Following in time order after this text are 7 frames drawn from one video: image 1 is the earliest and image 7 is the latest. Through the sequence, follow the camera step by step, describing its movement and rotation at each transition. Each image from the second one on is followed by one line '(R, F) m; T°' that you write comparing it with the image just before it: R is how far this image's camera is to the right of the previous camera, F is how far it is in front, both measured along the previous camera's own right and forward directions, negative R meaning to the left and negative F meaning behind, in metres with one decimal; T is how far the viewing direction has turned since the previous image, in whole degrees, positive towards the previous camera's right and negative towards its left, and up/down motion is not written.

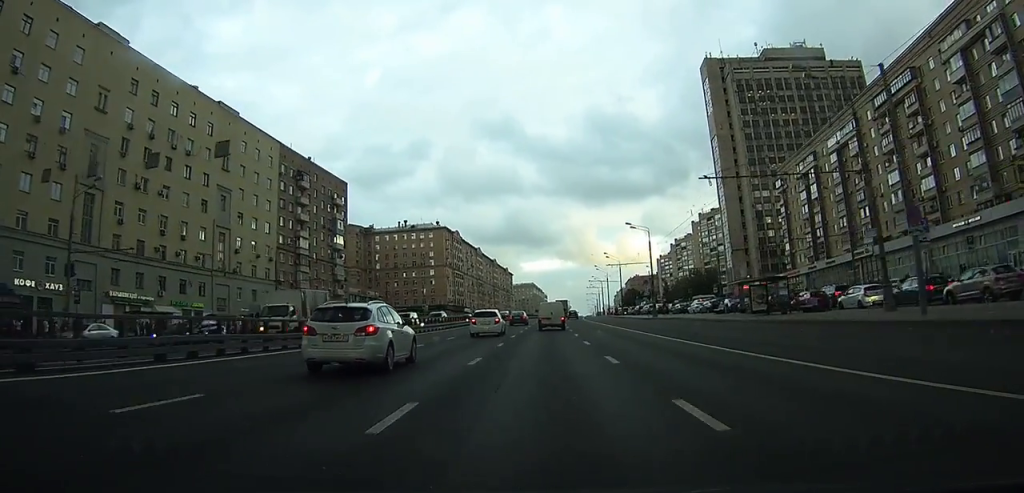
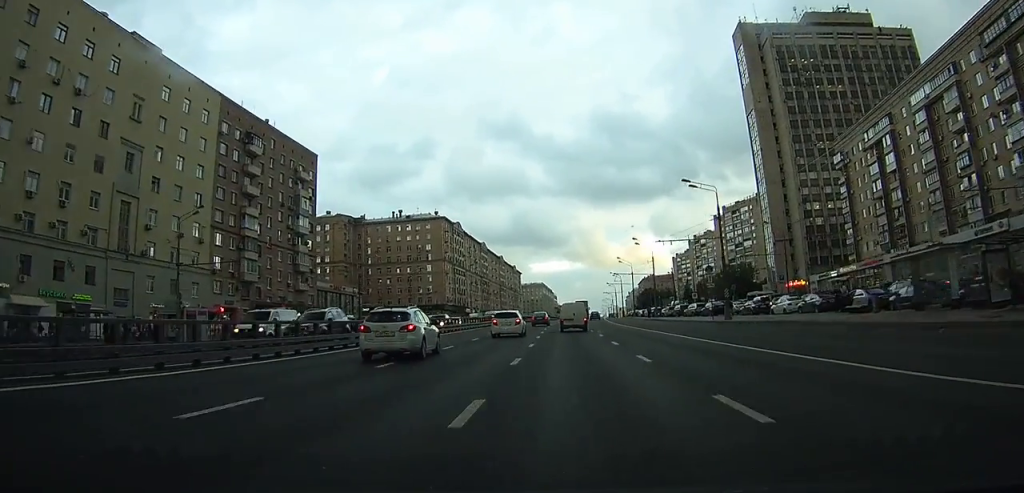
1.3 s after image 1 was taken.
(-0.3, +24.4) m; -2°
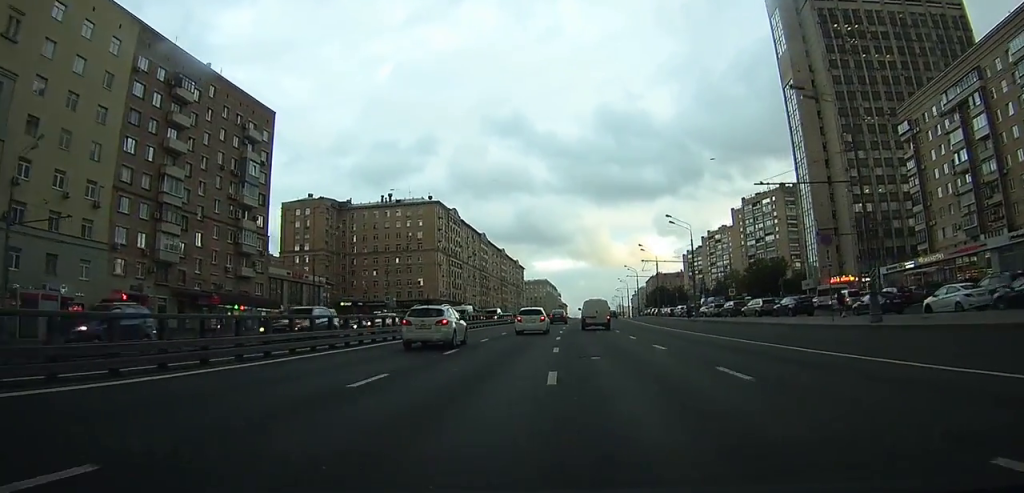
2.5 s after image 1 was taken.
(-0.3, +20.7) m; -1°
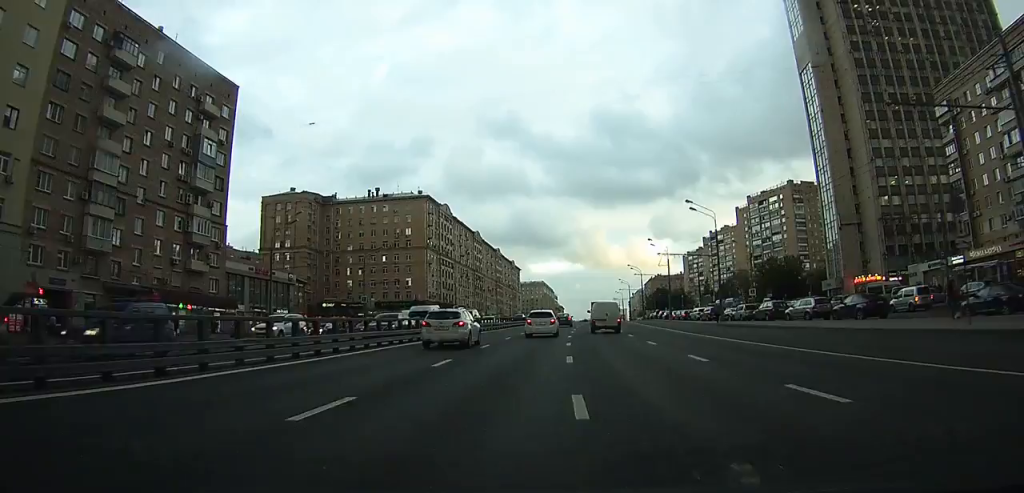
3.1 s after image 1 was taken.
(+0.1, +10.9) m; 0°
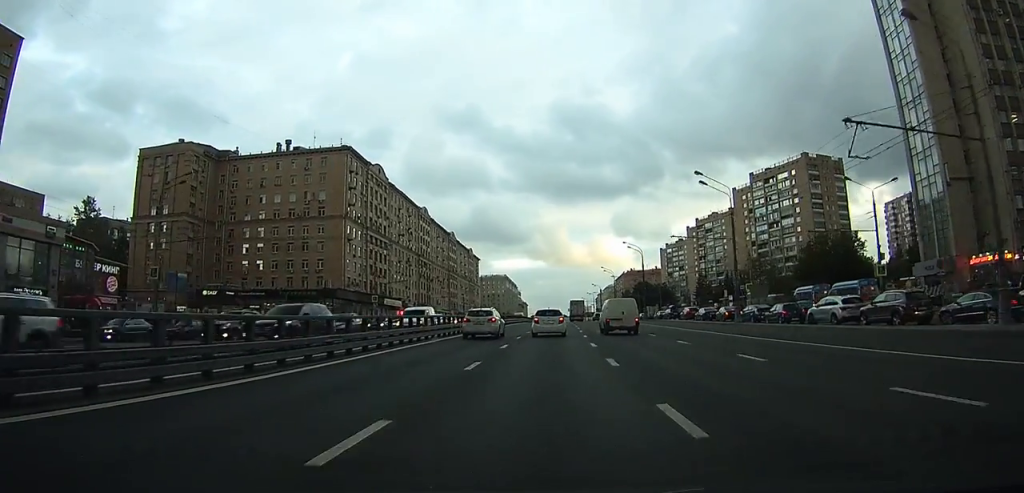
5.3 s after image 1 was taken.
(+1.3, +40.2) m; +5°
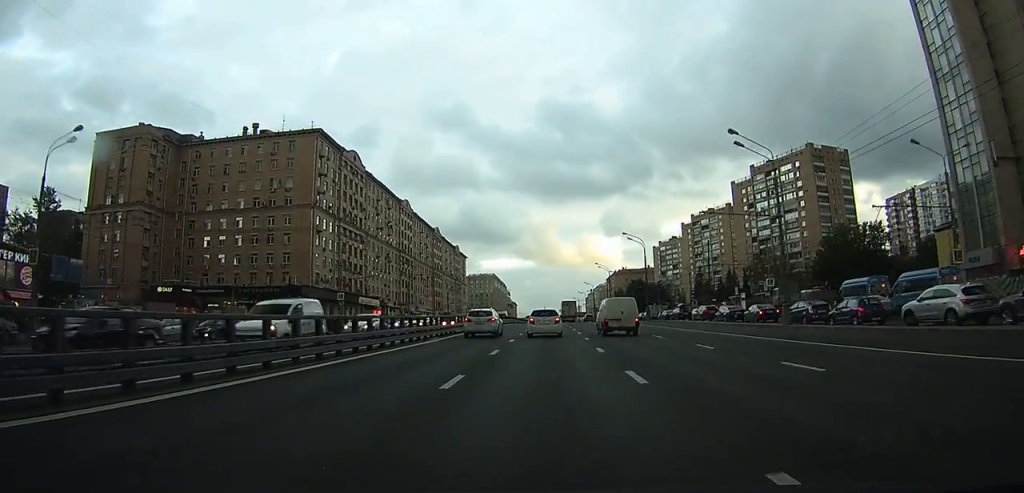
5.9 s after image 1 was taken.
(+0.1, +10.9) m; +1°
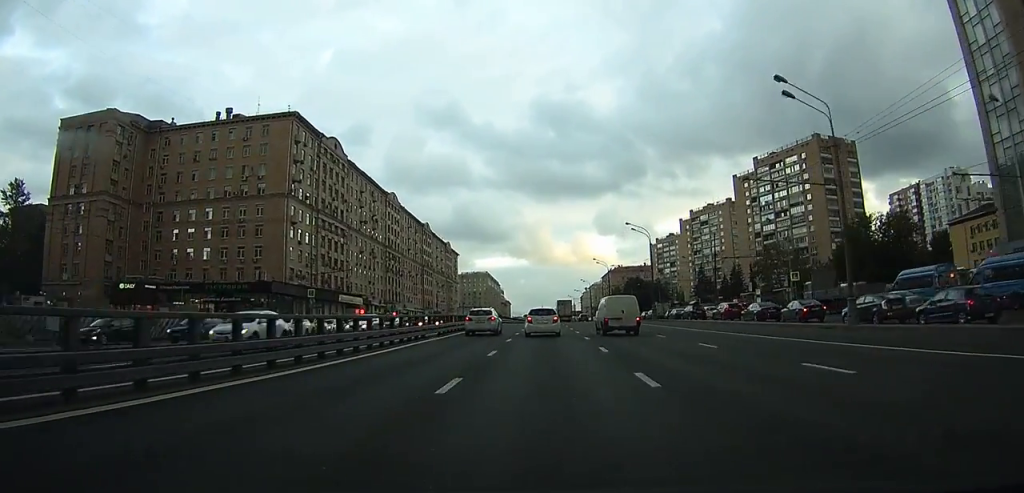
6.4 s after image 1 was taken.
(0.0, +8.5) m; +1°
